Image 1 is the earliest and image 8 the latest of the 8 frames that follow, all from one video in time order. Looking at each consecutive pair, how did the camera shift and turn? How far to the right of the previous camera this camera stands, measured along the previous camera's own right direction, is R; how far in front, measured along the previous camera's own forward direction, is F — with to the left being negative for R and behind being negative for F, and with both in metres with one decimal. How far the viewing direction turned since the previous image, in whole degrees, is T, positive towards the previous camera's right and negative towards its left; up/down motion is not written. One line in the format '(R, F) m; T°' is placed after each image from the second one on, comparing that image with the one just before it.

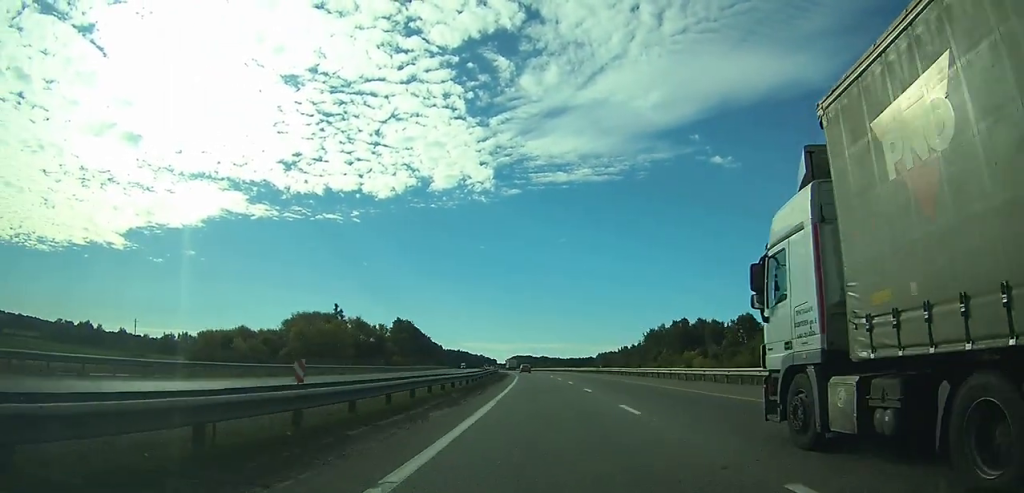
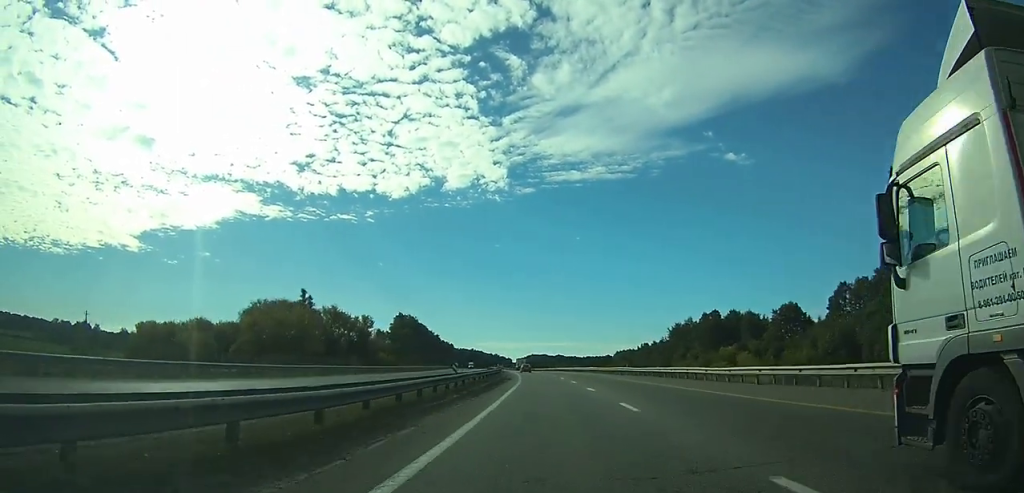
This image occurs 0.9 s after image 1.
(-0.1, +24.2) m; -2°
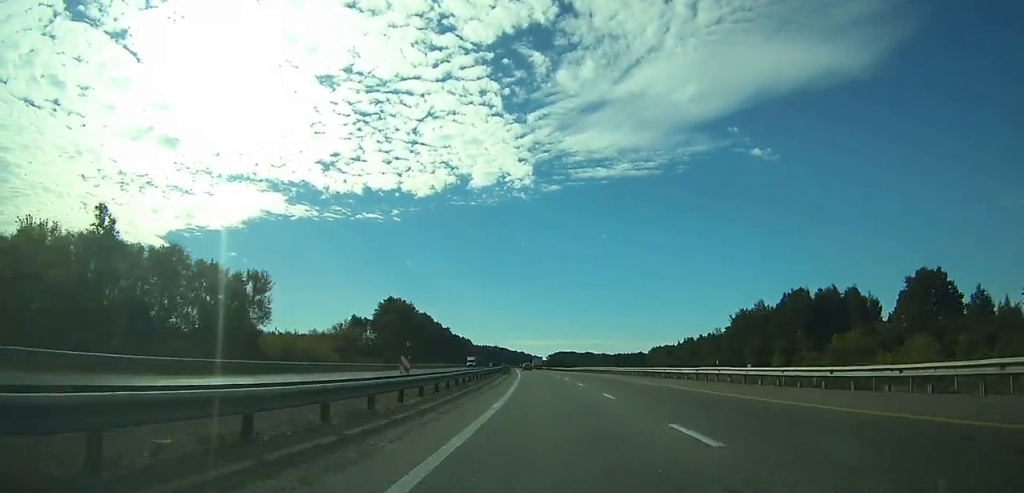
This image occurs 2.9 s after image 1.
(-1.6, +55.1) m; -3°
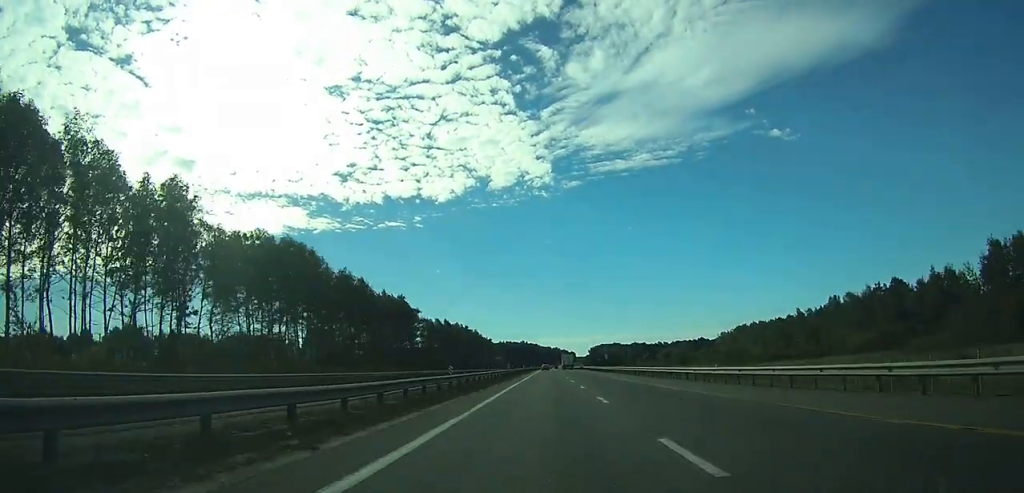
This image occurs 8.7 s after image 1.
(-8.0, +158.6) m; -4°
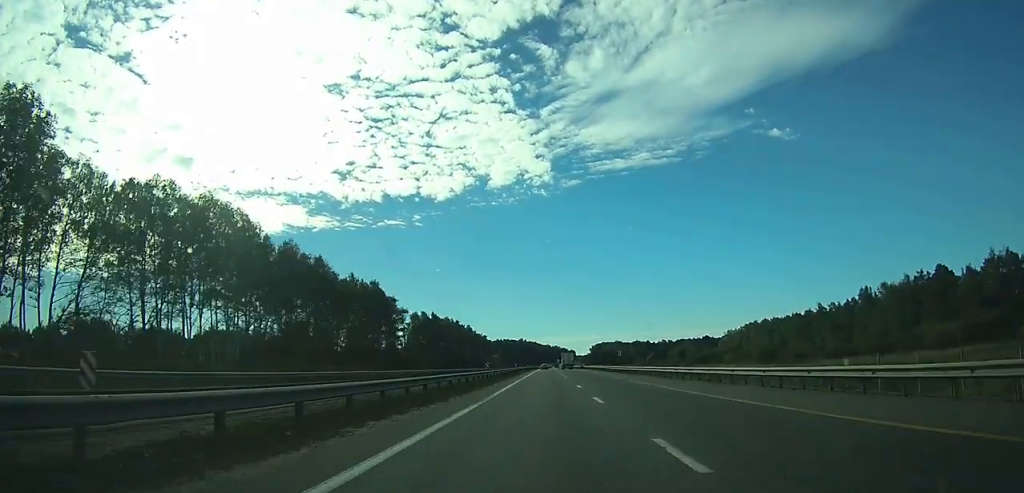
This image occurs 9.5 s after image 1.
(0.0, +23.8) m; 0°
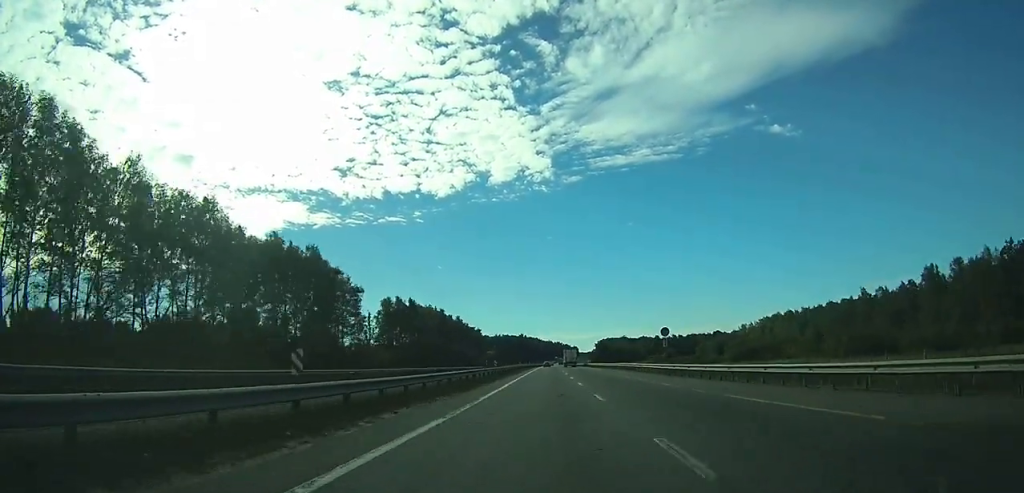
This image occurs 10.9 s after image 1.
(0.0, +36.5) m; 0°
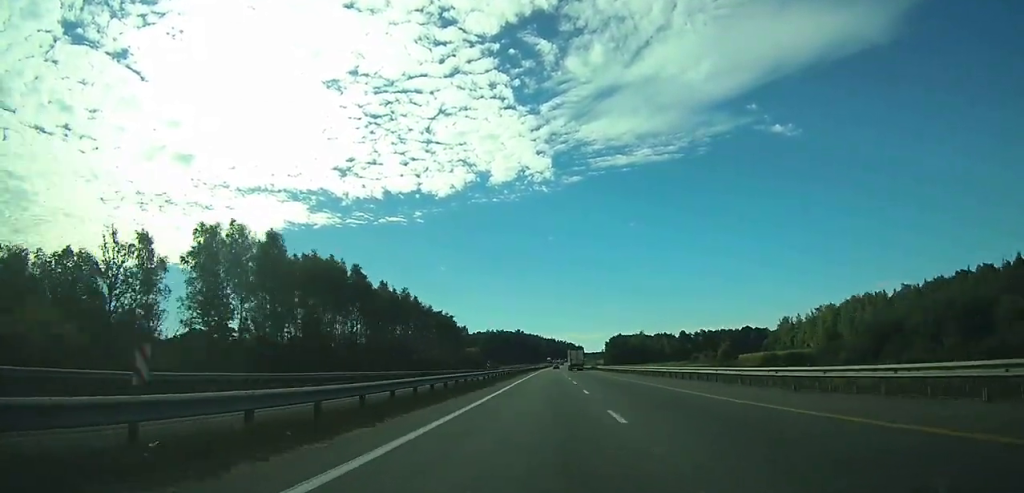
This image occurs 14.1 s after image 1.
(0.0, +89.5) m; 0°
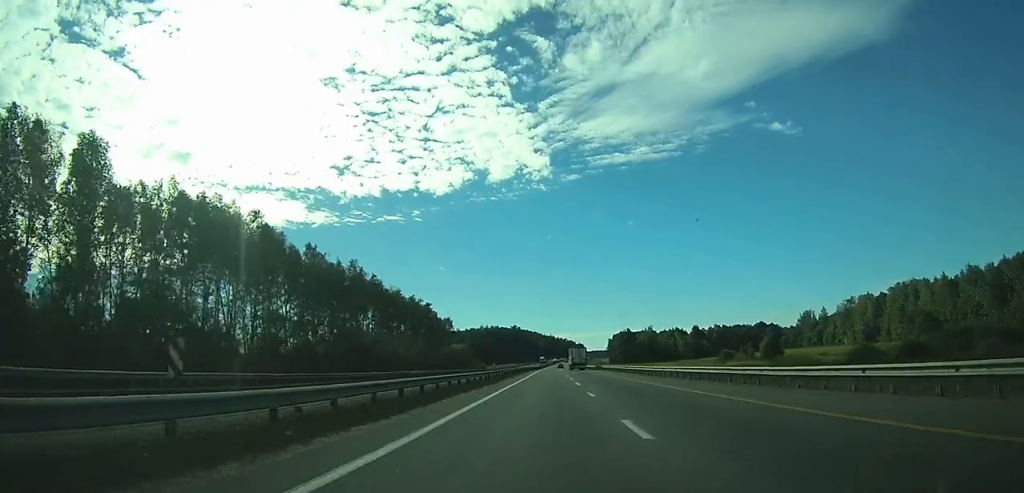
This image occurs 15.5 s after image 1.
(0.0, +38.4) m; 0°
